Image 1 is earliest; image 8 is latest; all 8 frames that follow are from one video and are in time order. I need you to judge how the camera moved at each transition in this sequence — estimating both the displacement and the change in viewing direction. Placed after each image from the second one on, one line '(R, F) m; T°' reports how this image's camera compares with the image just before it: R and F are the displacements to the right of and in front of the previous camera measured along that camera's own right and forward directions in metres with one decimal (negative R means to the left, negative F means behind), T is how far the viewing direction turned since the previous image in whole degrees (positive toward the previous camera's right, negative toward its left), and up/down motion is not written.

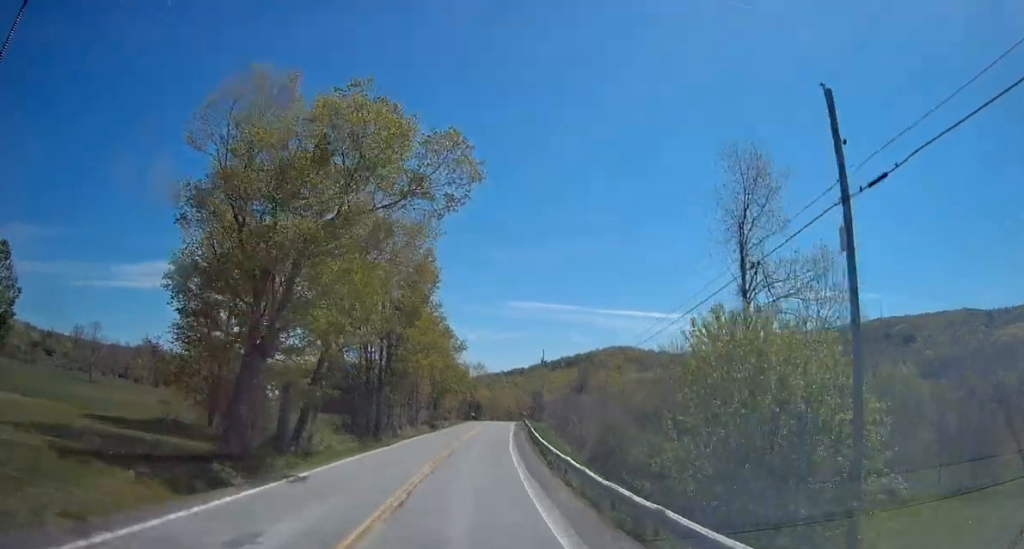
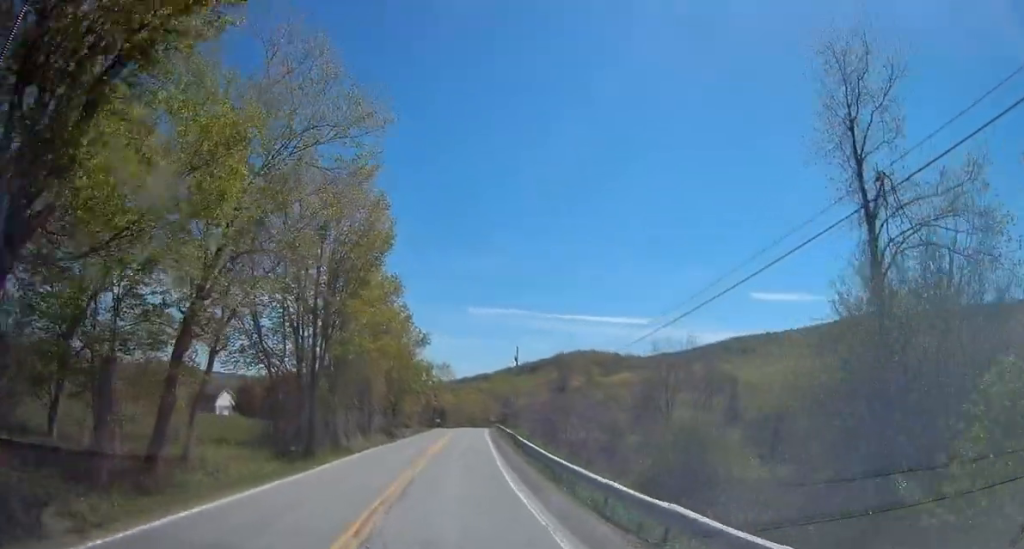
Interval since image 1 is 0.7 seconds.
(+0.1, +12.1) m; +3°
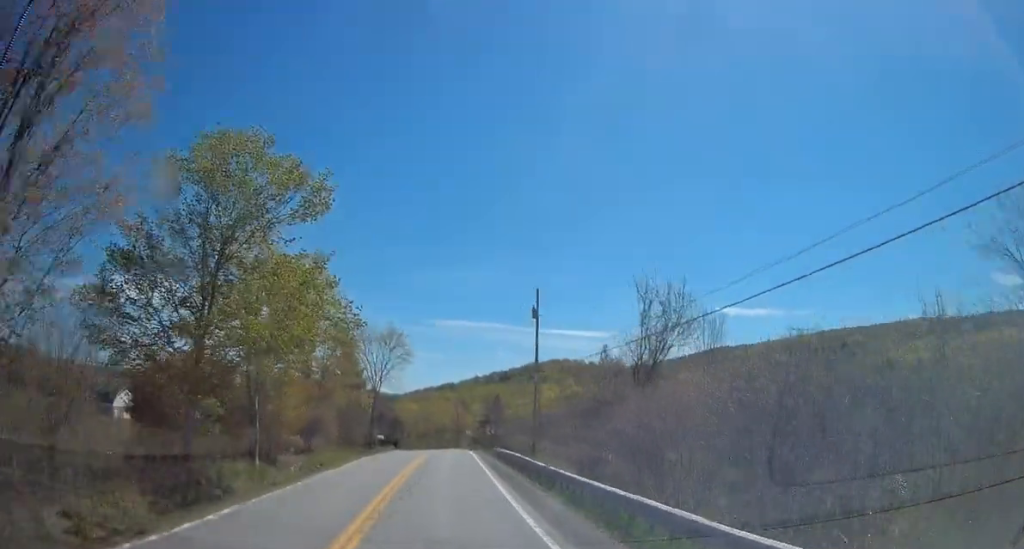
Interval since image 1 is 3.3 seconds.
(+2.7, +44.3) m; +4°
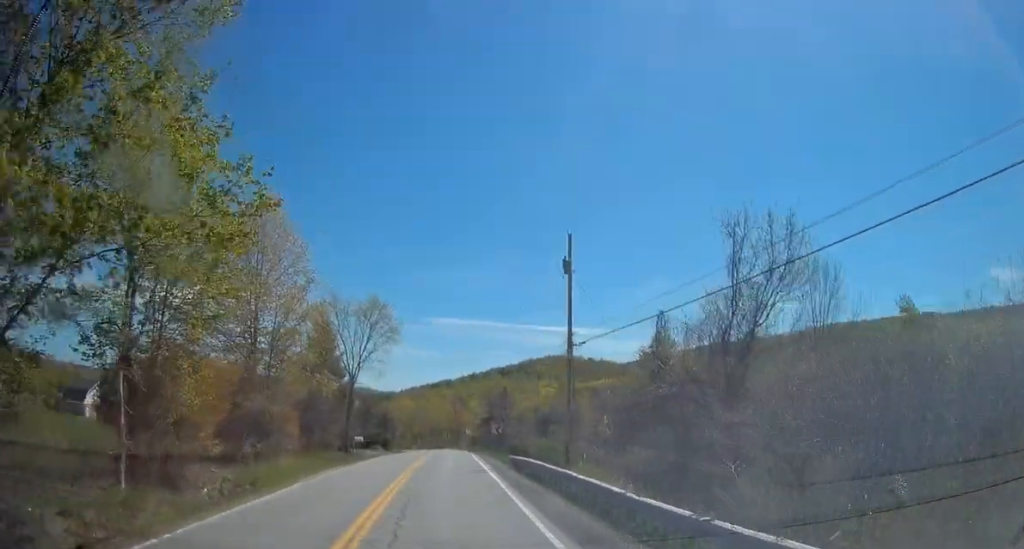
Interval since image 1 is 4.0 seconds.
(0.0, +12.0) m; 0°
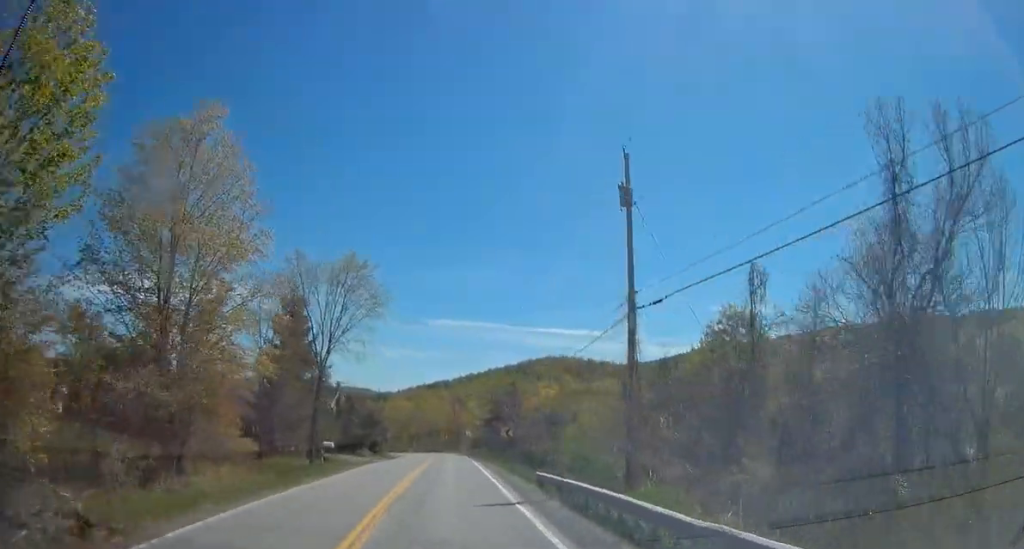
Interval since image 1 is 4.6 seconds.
(-0.3, +10.2) m; 0°
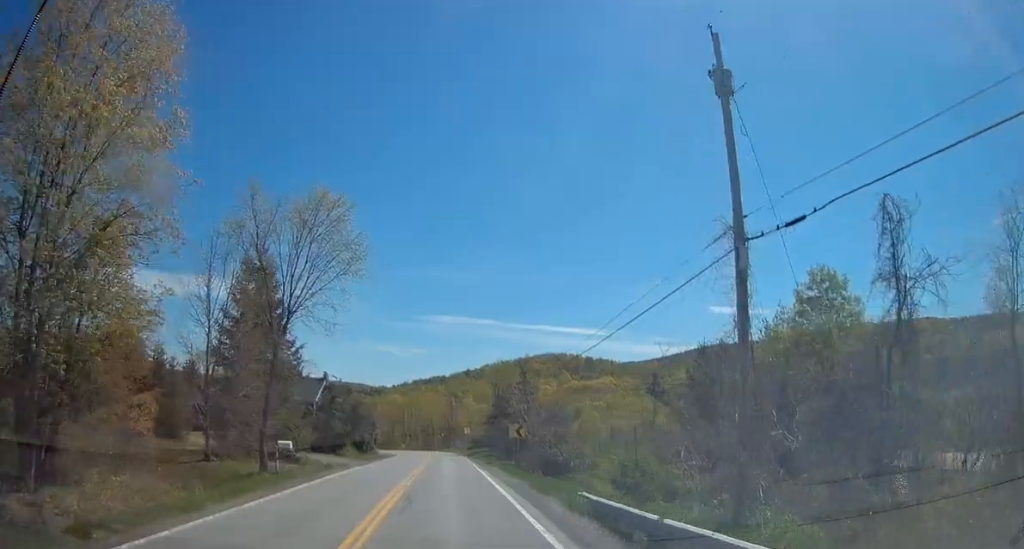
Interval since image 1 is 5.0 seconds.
(+0.2, +7.9) m; +1°
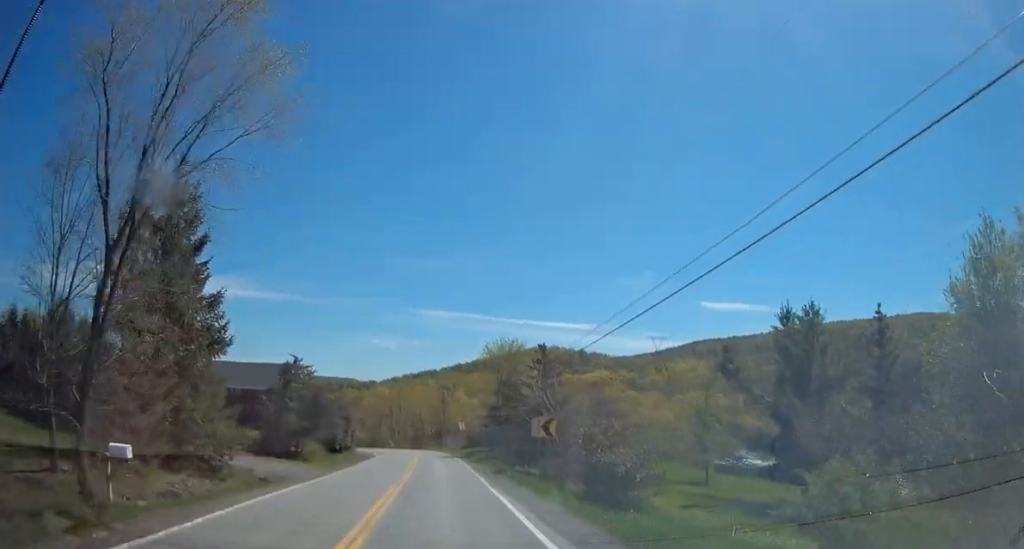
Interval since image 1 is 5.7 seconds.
(+0.2, +11.8) m; +1°
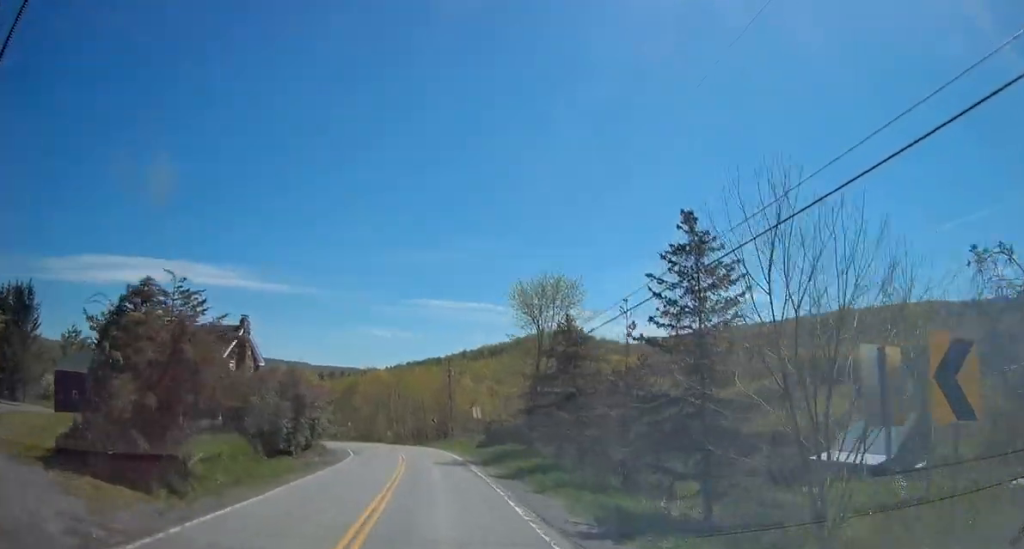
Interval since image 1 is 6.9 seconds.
(0.0, +19.6) m; 0°
